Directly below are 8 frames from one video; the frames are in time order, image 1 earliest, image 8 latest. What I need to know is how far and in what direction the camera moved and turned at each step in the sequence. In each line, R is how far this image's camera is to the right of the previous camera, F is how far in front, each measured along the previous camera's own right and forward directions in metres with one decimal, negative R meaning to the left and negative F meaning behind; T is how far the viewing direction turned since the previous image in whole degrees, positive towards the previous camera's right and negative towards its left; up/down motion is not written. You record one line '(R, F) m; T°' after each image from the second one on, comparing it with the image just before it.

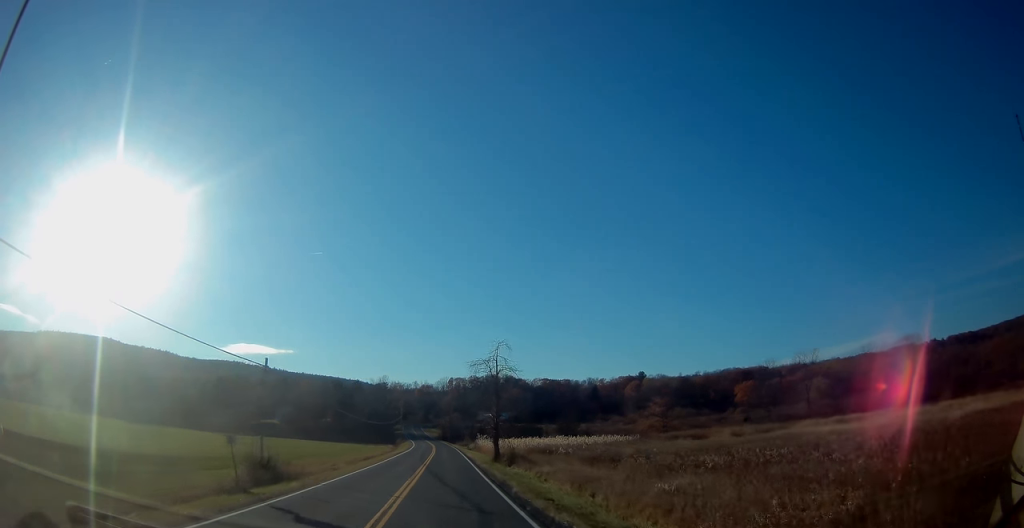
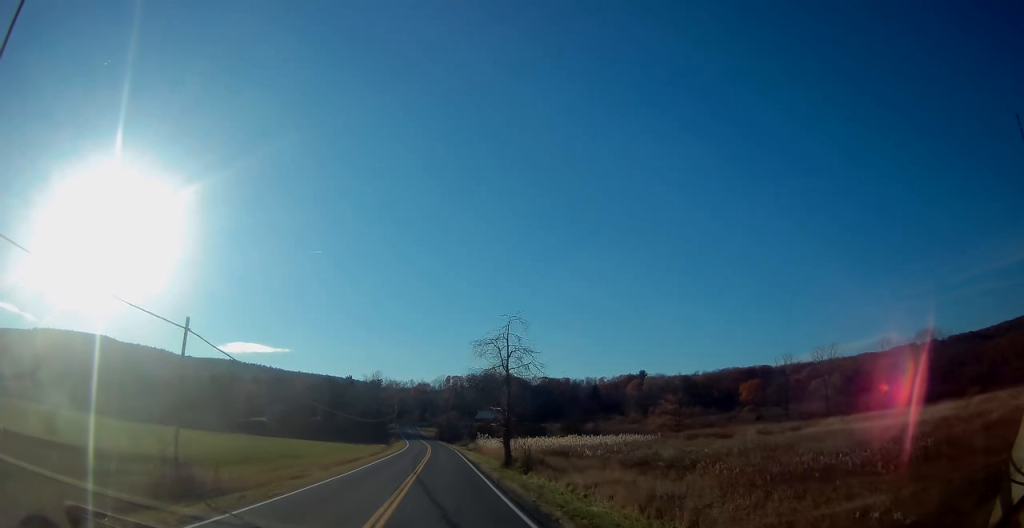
(0.0, +9.4) m; 0°
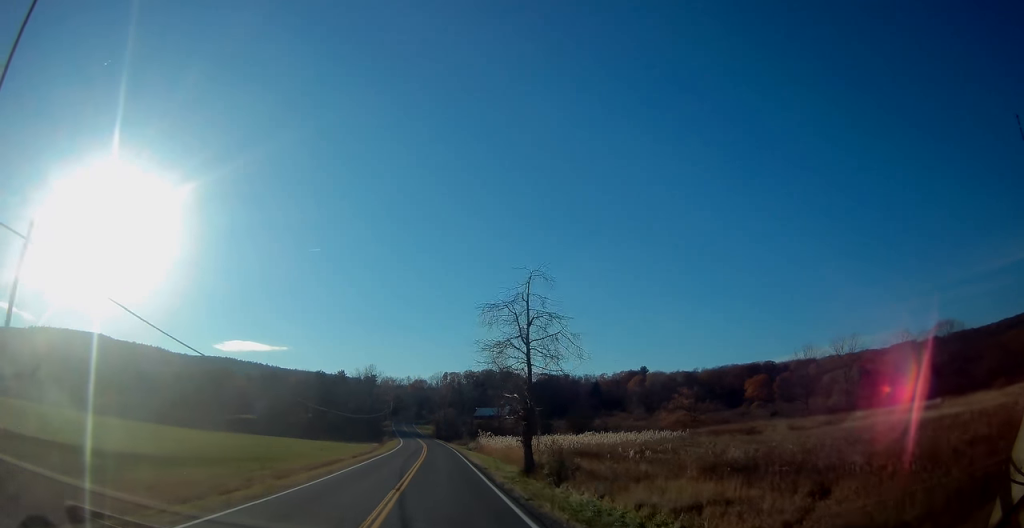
(0.0, +9.4) m; 0°
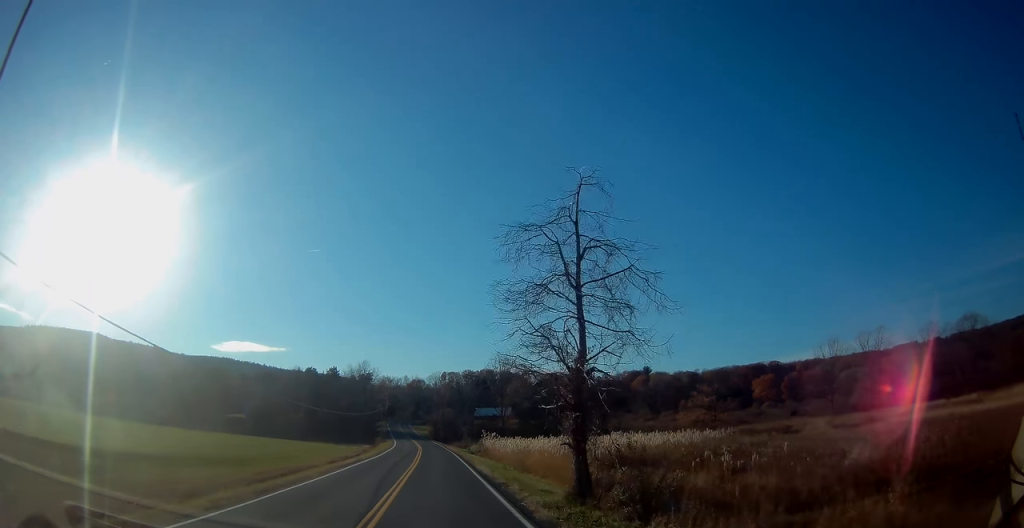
(0.0, +10.1) m; 0°
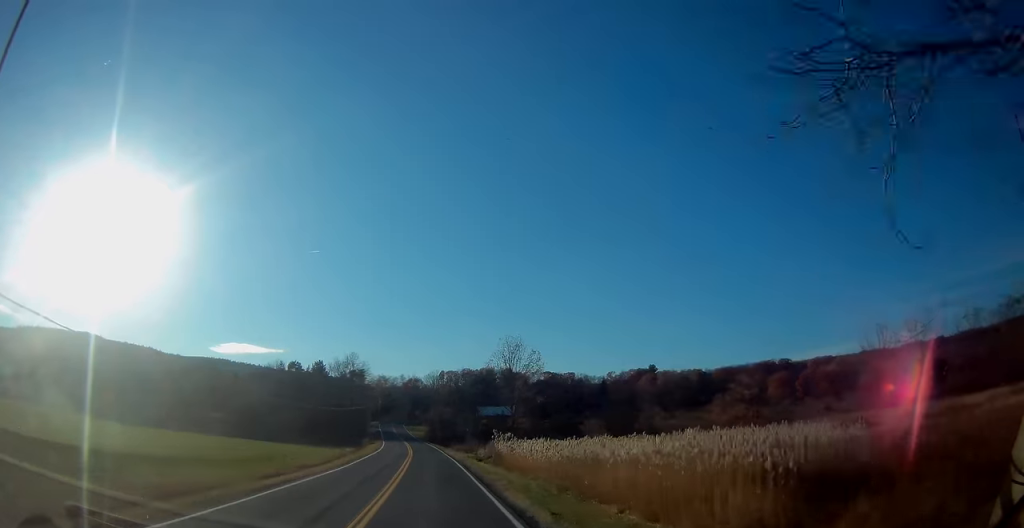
(0.0, +16.6) m; 0°
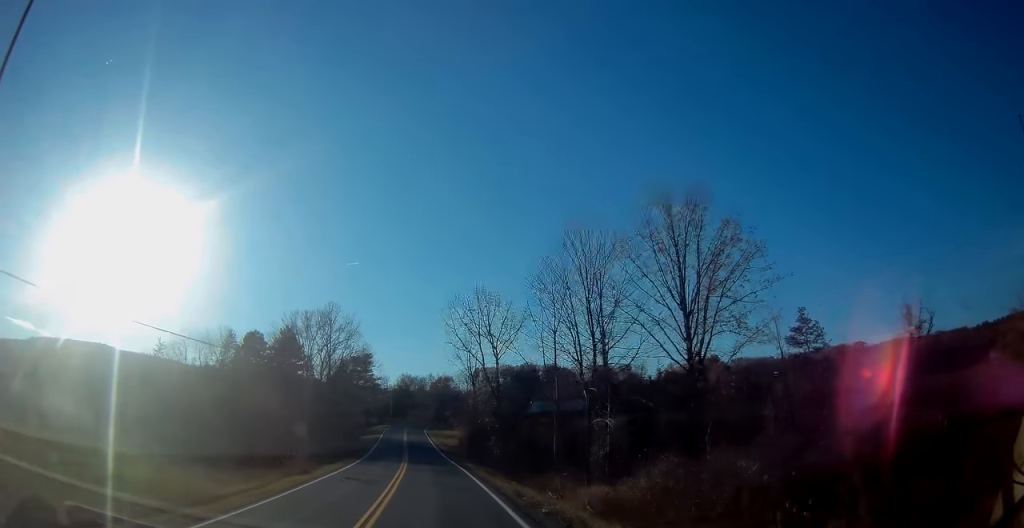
(-1.7, +54.7) m; -2°
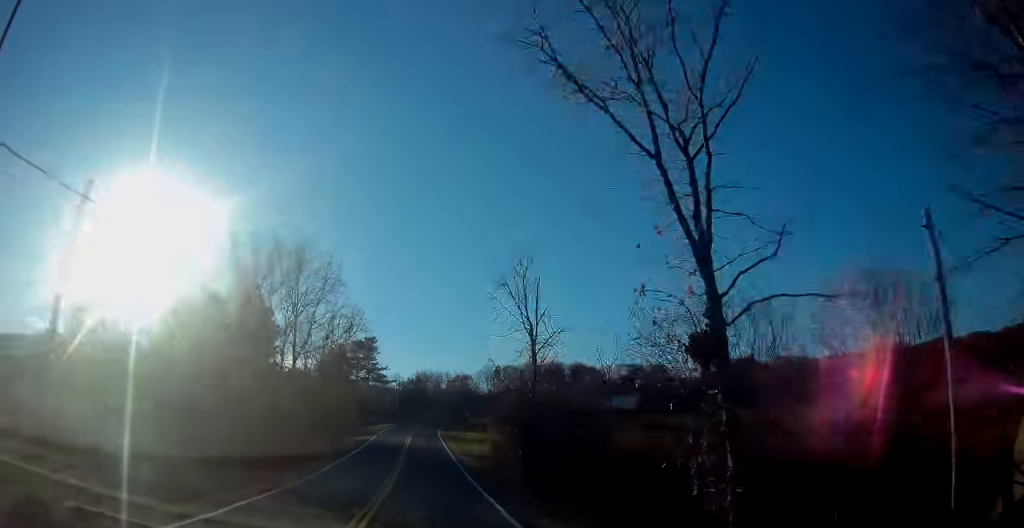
(-0.2, +26.2) m; -3°
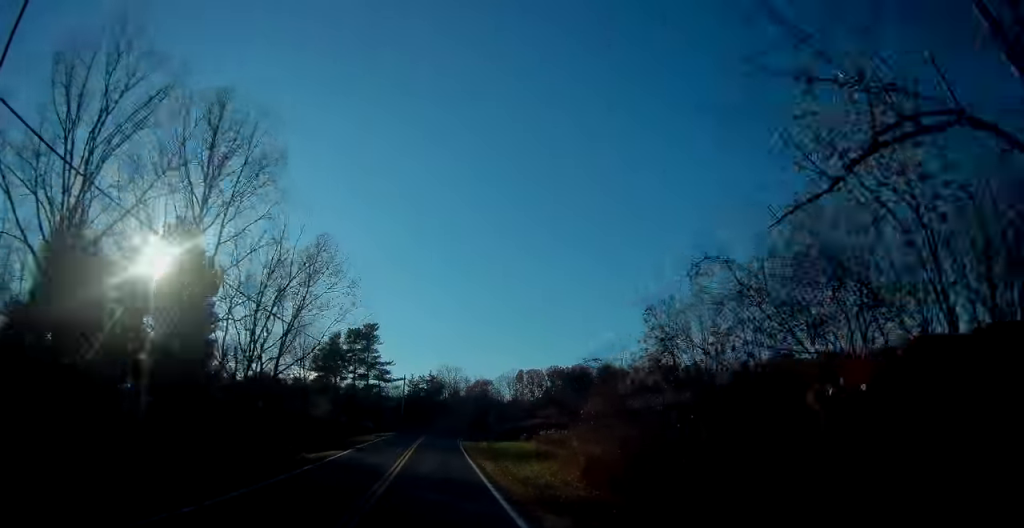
(-0.8, +24.4) m; -2°
